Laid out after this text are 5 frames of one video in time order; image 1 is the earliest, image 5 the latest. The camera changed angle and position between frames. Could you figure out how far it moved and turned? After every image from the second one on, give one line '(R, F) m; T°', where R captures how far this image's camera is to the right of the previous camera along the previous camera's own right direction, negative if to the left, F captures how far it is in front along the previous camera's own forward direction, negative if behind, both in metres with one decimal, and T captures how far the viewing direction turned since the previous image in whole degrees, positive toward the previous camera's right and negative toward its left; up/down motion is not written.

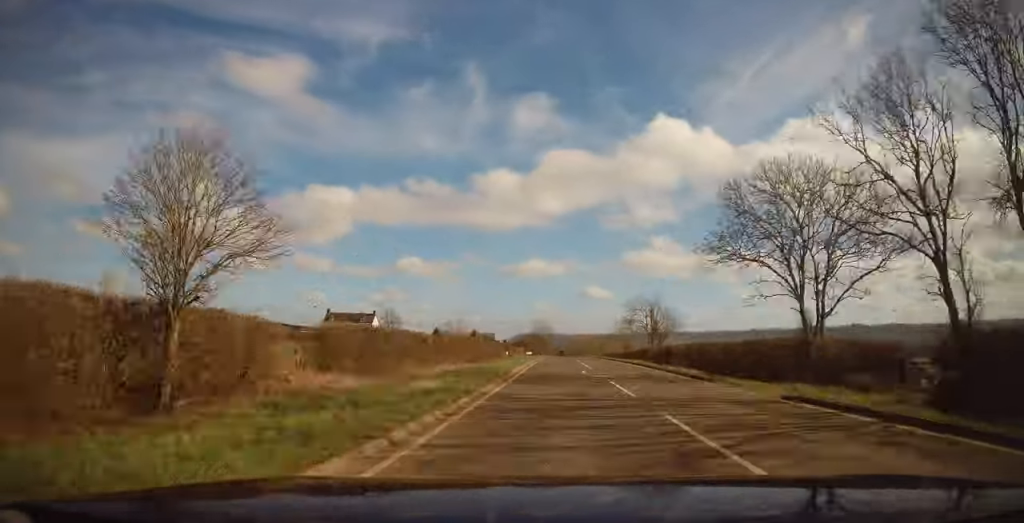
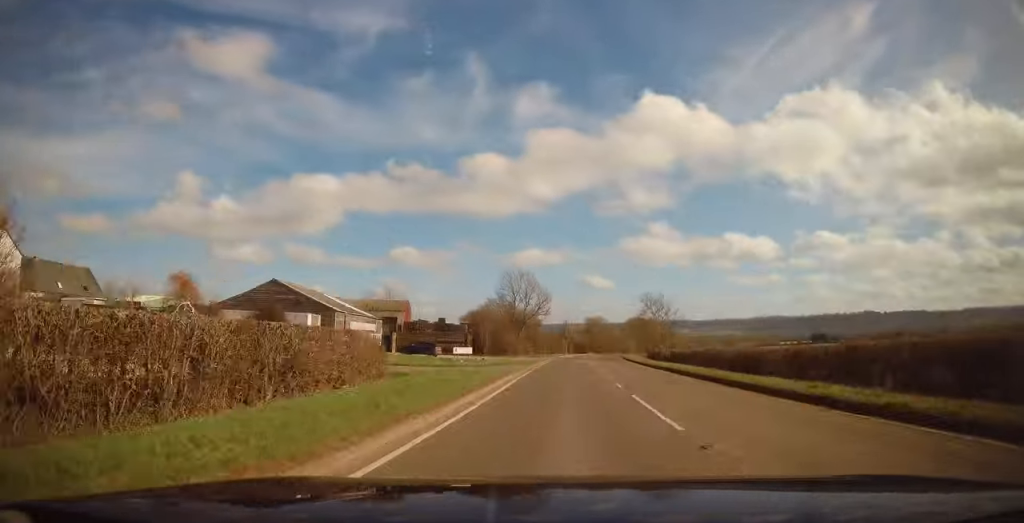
(0.0, +107.9) m; +3°
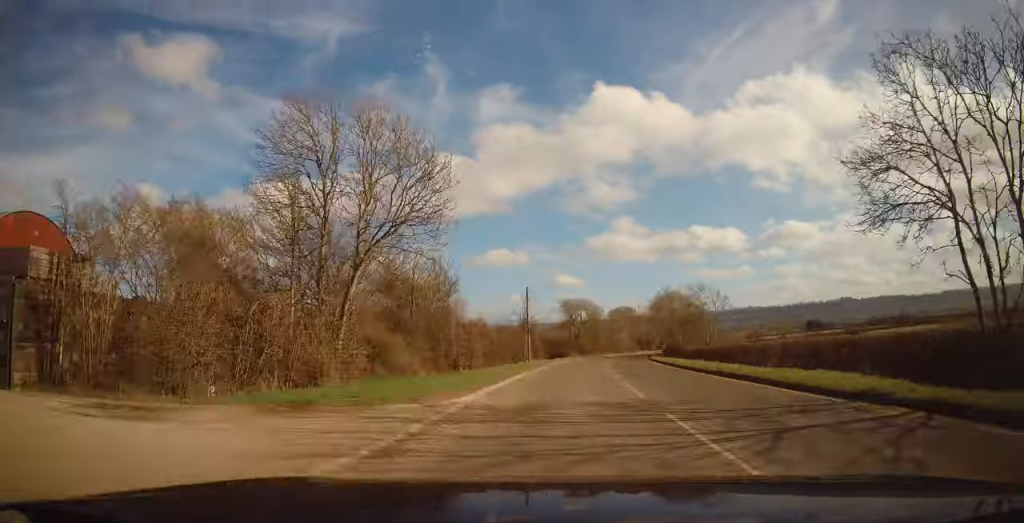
(0.0, +56.8) m; +4°
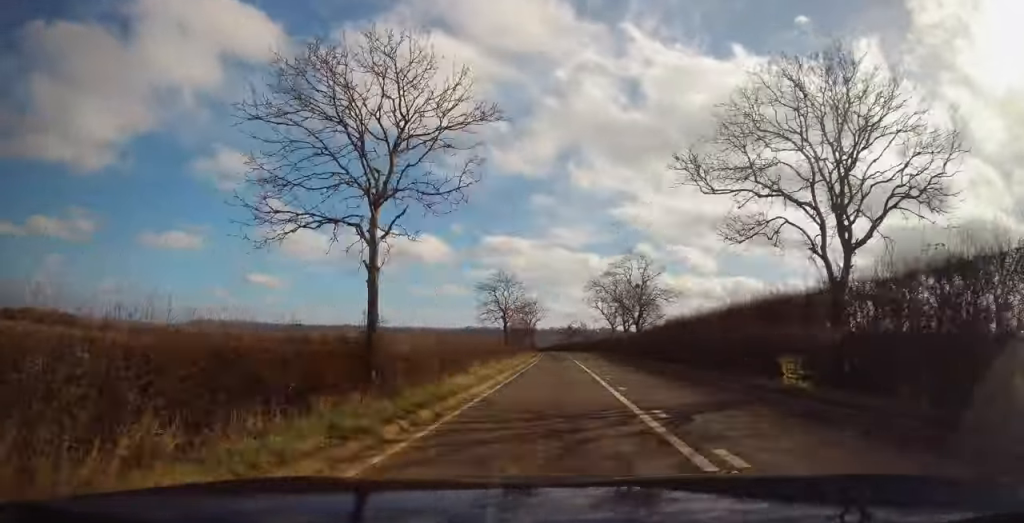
(+163.2, +626.5) m; +19°
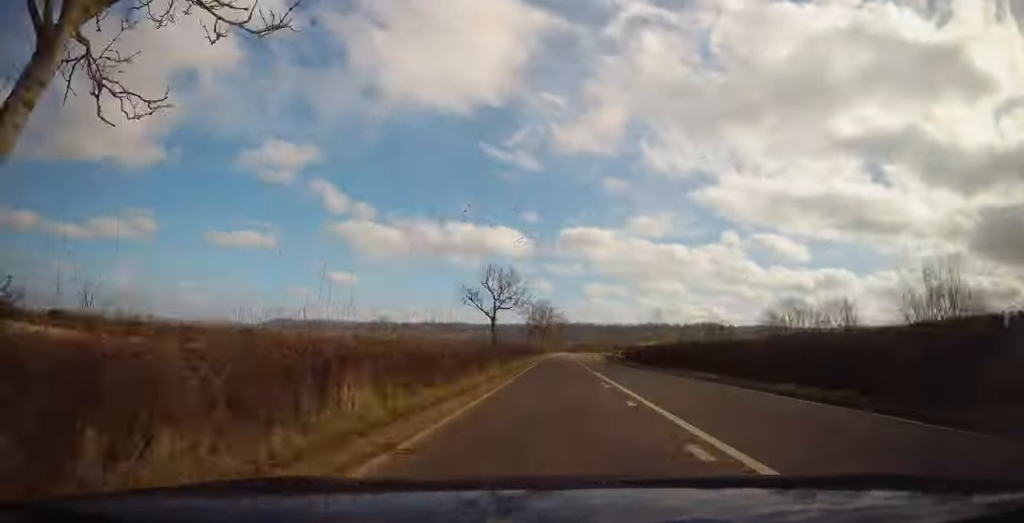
(-12.2, +182.1) m; -5°
